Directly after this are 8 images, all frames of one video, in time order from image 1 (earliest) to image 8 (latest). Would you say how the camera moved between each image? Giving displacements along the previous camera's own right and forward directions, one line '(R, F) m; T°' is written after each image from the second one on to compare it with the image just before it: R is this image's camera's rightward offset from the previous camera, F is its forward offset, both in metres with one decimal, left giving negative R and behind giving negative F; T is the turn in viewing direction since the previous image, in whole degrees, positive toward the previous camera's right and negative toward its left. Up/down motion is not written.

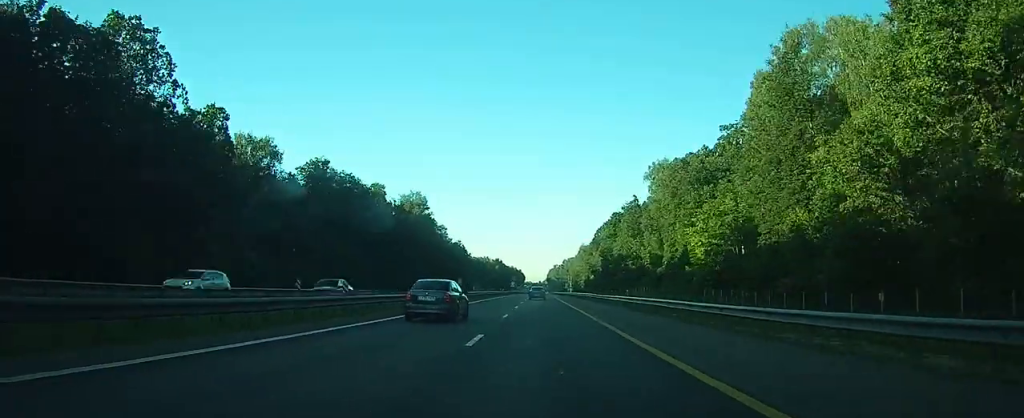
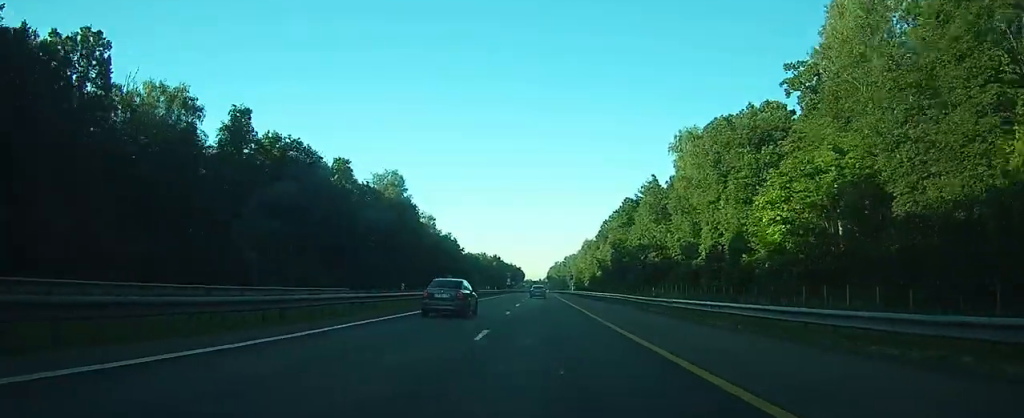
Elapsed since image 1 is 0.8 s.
(0.0, +22.8) m; 0°
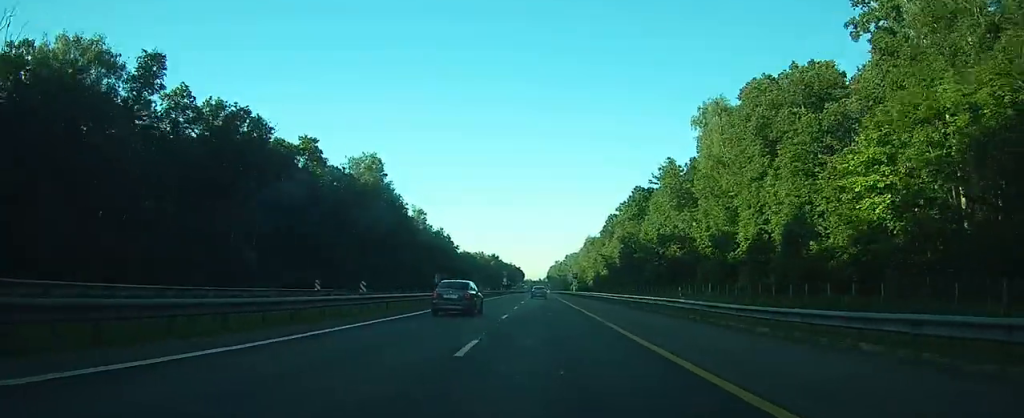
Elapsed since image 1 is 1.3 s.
(0.0, +14.9) m; 0°
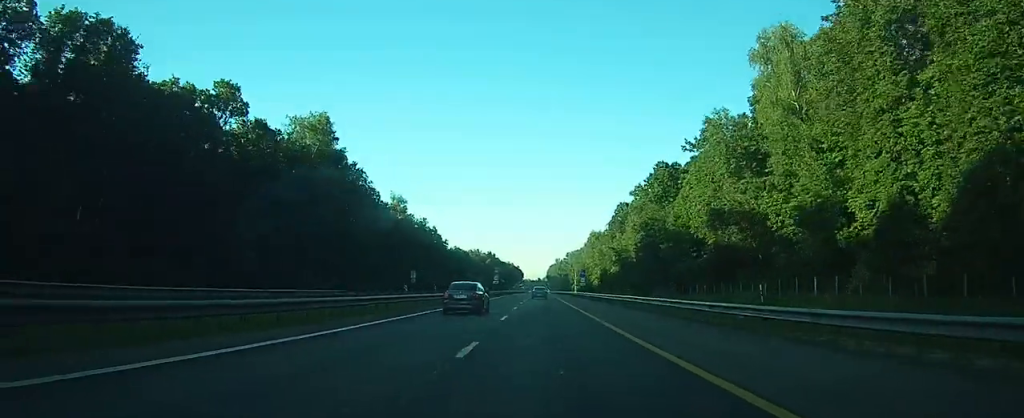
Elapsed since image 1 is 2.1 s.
(0.0, +24.0) m; 0°
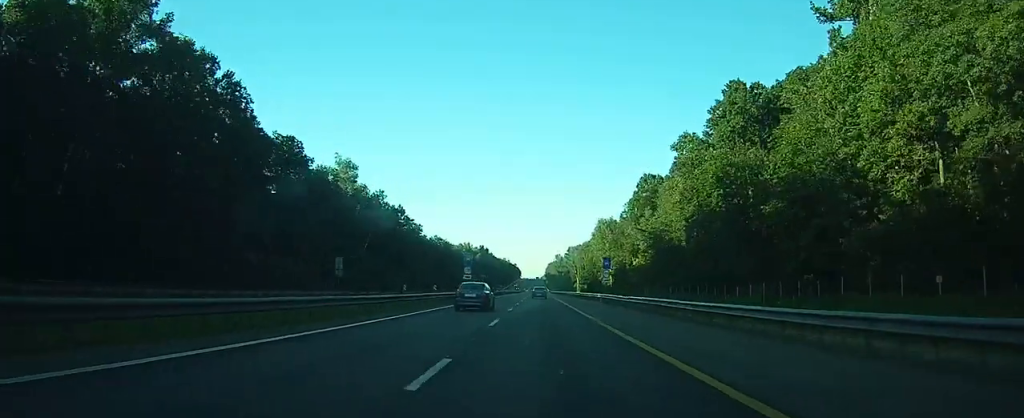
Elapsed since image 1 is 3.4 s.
(+0.2, +39.1) m; 0°
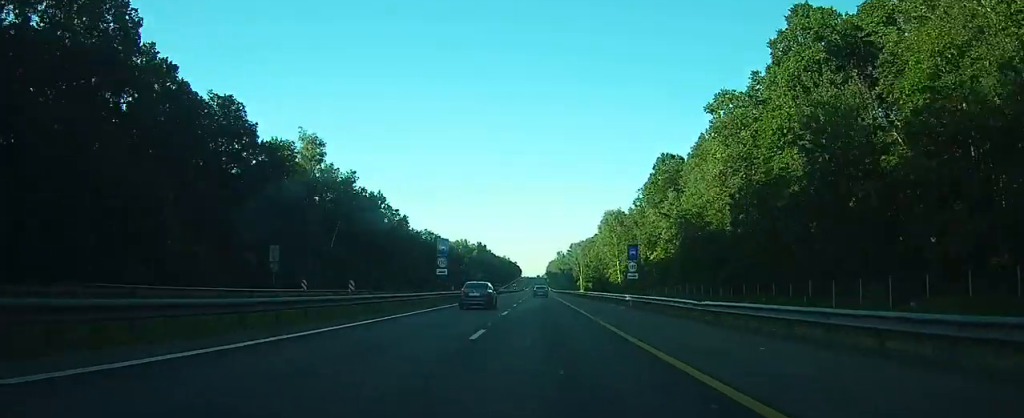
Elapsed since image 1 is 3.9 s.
(0.0, +17.2) m; 0°
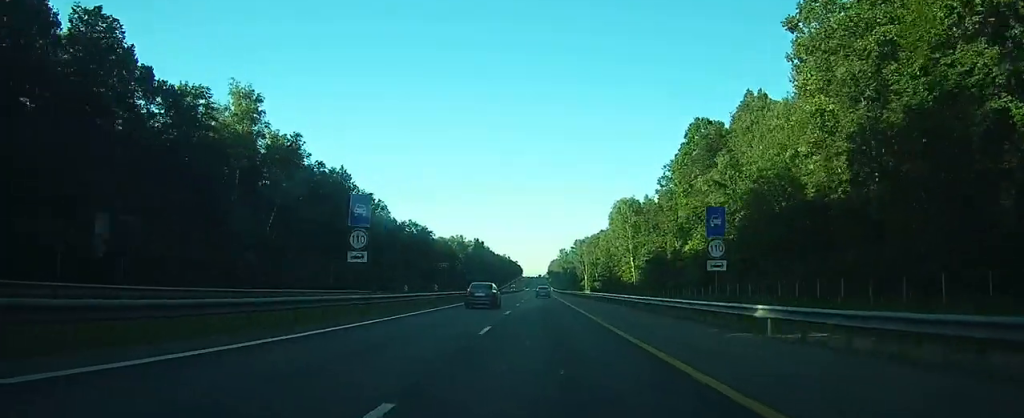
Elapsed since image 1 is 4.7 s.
(0.0, +22.3) m; 0°
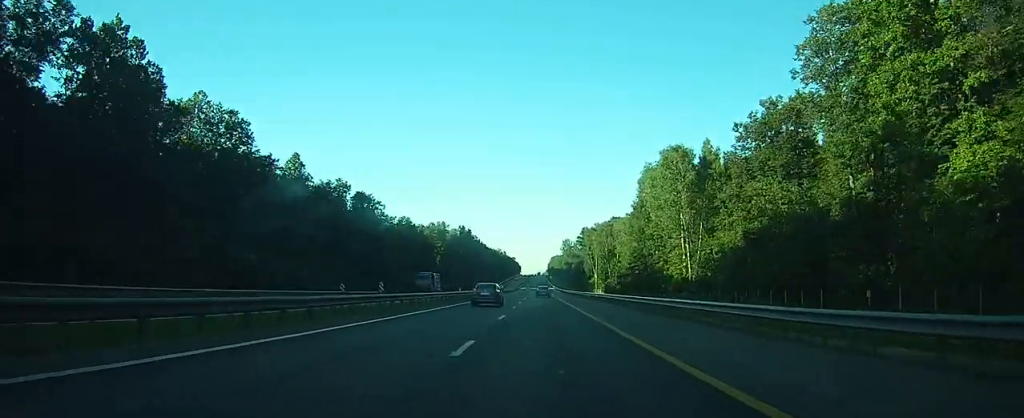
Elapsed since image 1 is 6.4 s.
(0.0, +52.2) m; 0°
